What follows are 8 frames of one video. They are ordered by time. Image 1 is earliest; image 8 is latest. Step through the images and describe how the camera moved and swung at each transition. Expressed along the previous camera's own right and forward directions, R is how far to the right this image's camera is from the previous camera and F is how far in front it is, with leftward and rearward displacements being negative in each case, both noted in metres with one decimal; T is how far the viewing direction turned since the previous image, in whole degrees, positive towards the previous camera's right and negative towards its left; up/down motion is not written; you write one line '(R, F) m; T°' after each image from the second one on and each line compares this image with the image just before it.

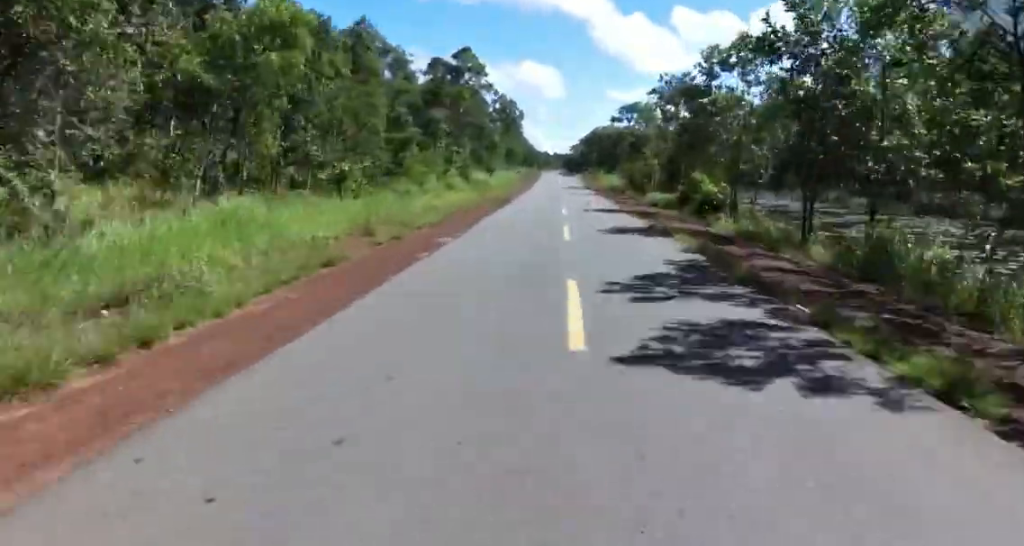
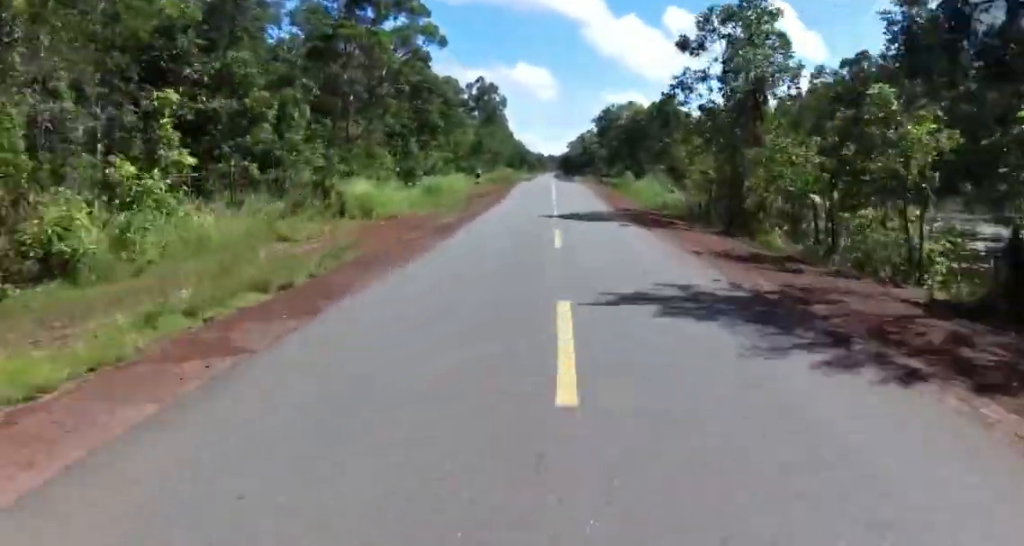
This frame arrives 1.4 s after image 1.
(-0.4, +34.5) m; -1°
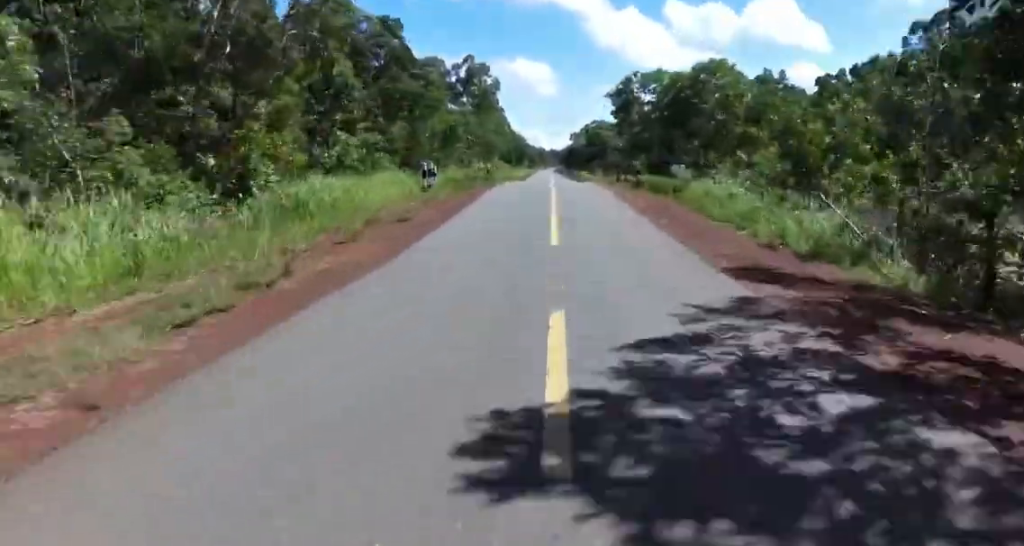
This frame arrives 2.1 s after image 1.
(0.0, +17.8) m; 0°
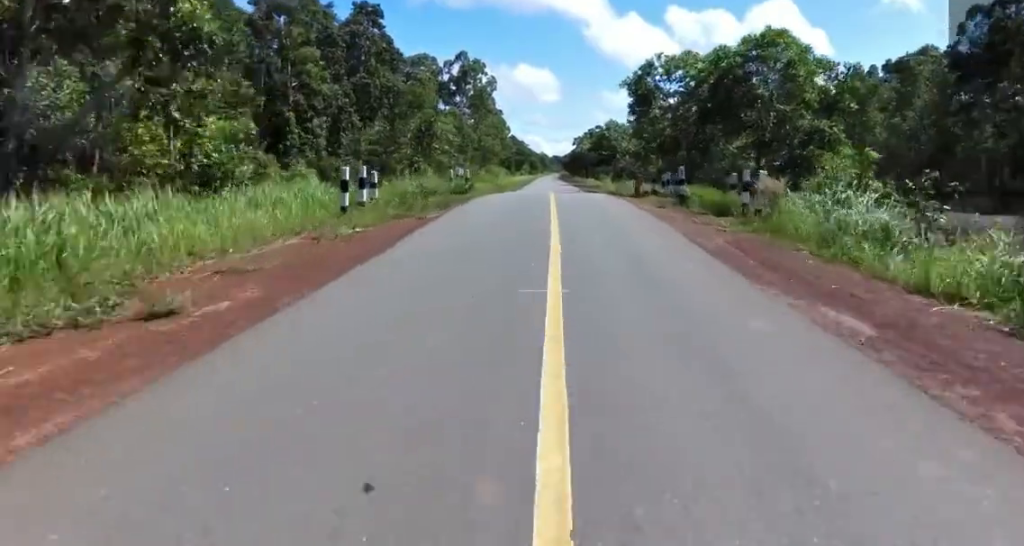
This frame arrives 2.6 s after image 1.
(0.0, +9.7) m; 0°
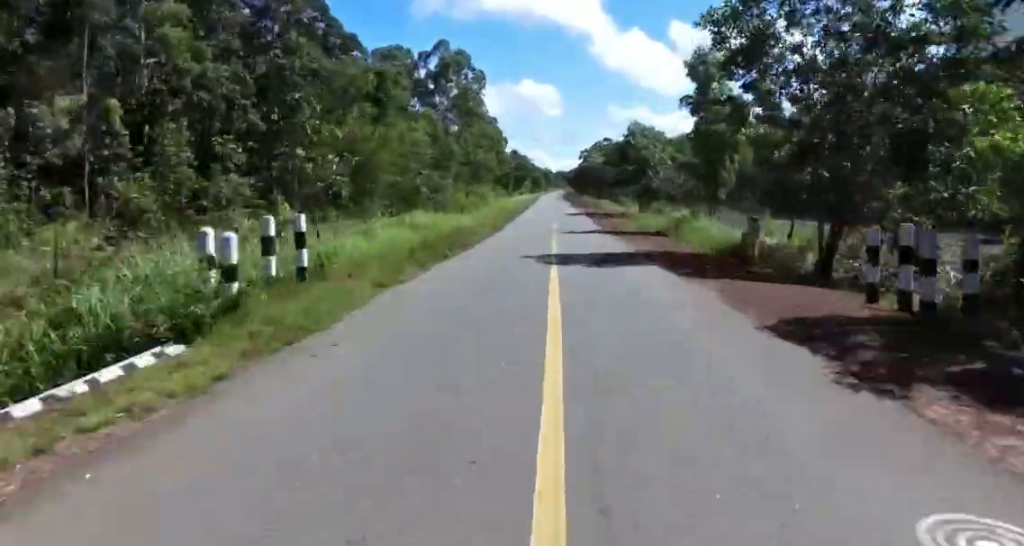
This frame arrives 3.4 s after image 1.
(0.0, +20.1) m; 0°
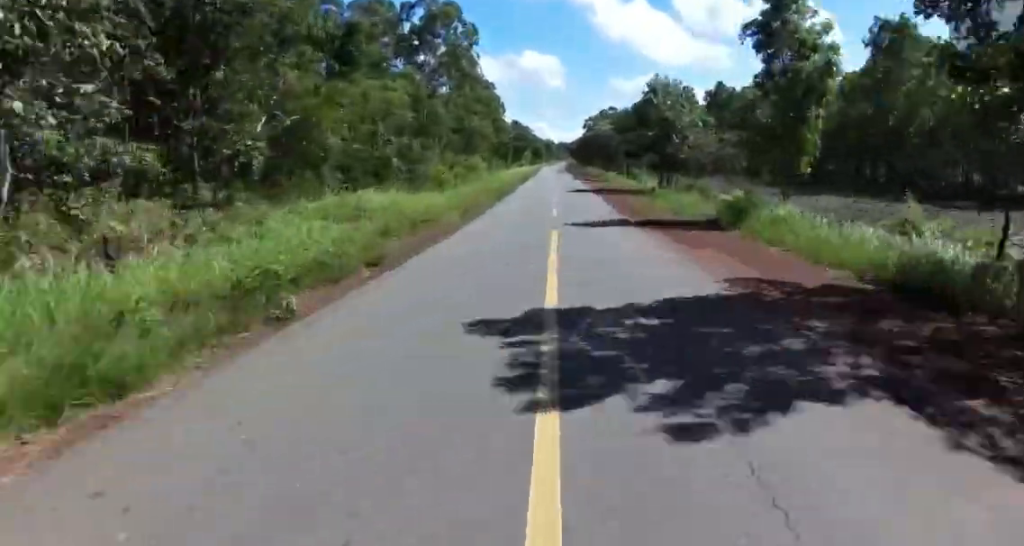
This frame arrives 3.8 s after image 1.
(0.0, +9.7) m; 0°
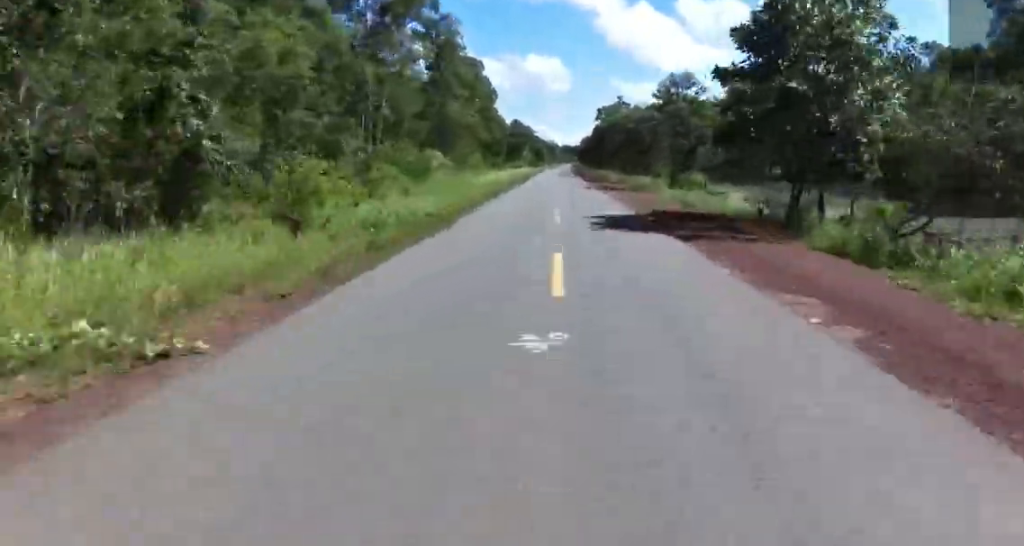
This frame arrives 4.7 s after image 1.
(0.0, +22.1) m; 0°
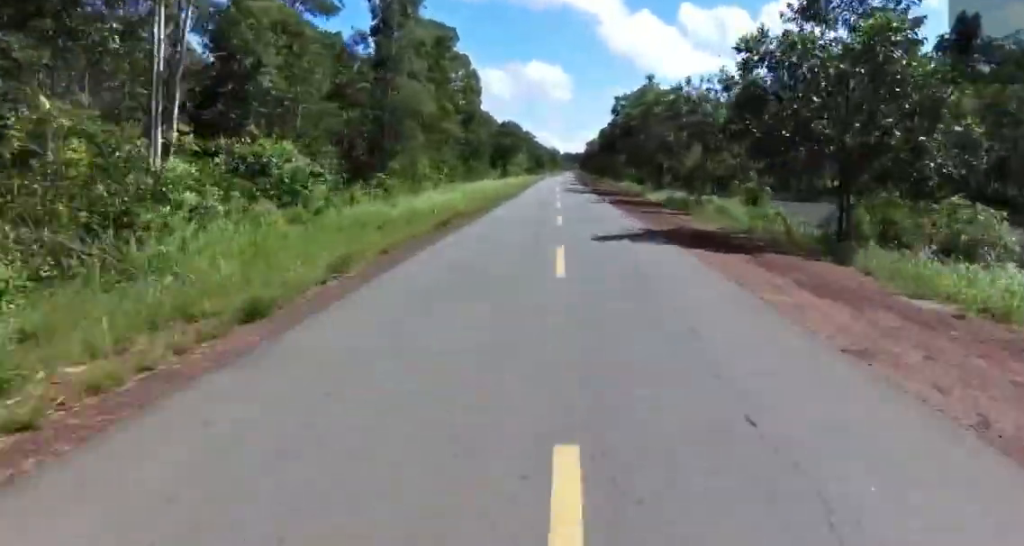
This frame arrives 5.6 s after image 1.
(0.0, +22.8) m; 0°
